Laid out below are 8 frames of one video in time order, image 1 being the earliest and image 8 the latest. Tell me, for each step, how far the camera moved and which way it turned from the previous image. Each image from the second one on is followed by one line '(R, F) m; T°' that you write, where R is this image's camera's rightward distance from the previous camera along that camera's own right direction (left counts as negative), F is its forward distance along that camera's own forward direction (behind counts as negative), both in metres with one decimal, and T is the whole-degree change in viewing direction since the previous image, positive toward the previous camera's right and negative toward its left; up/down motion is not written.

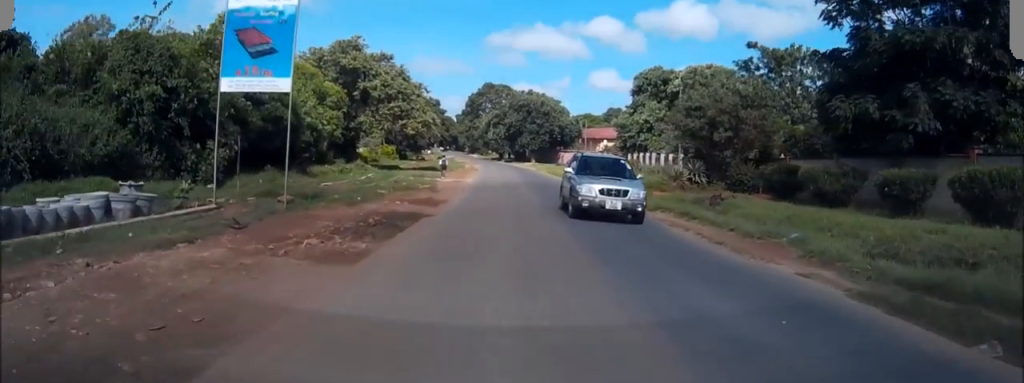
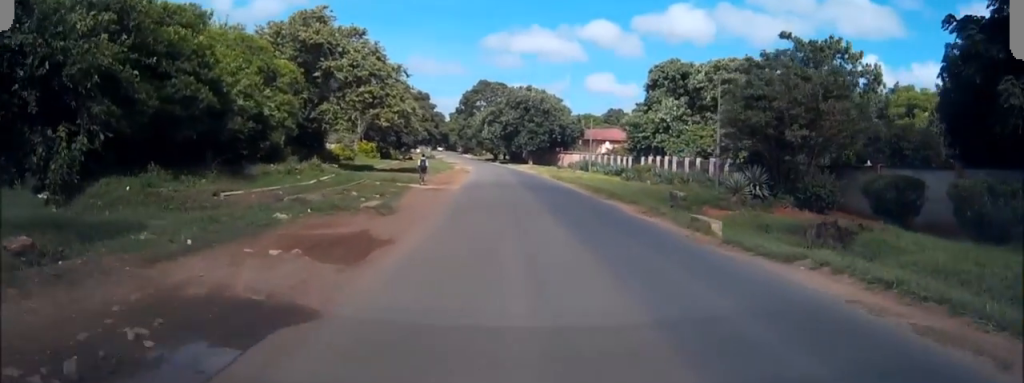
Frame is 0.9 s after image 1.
(-0.2, +11.0) m; 0°
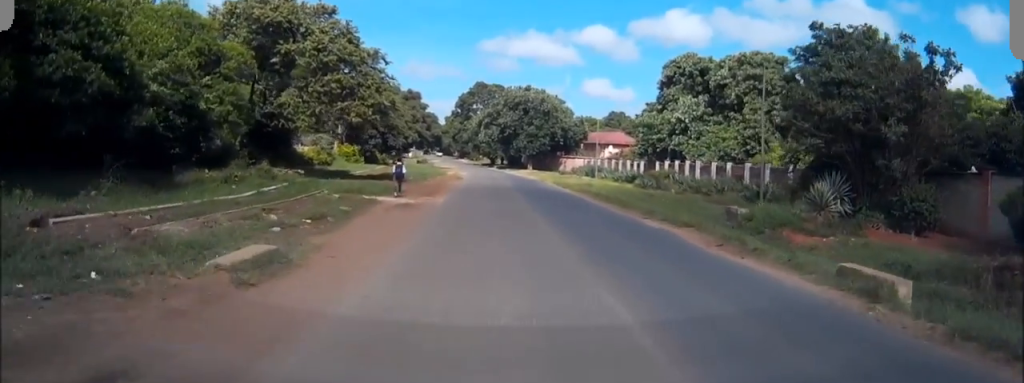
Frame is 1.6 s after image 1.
(+0.1, +8.5) m; 0°
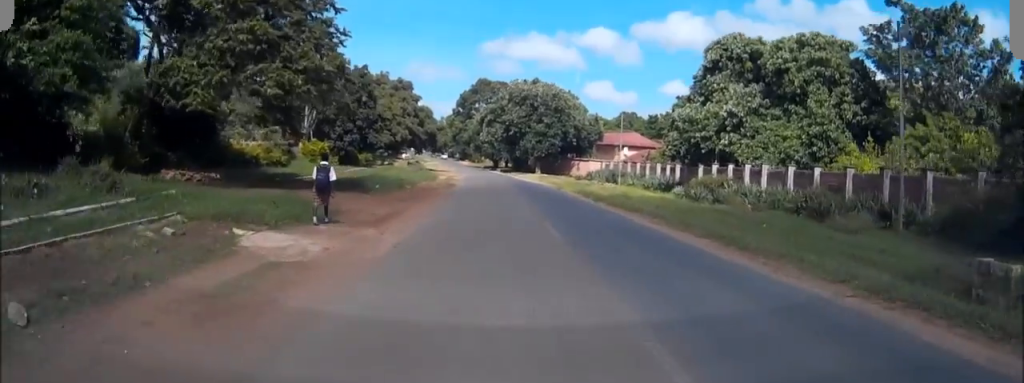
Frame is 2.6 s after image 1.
(0.0, +13.8) m; 0°
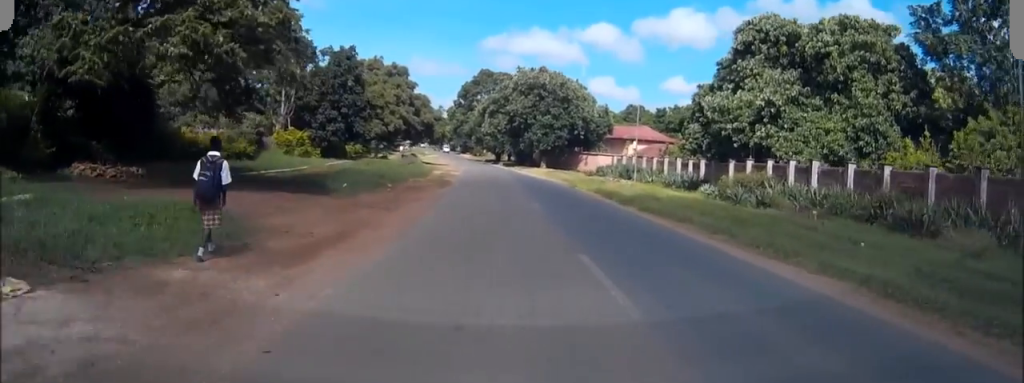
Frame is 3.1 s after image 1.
(0.0, +7.0) m; 0°
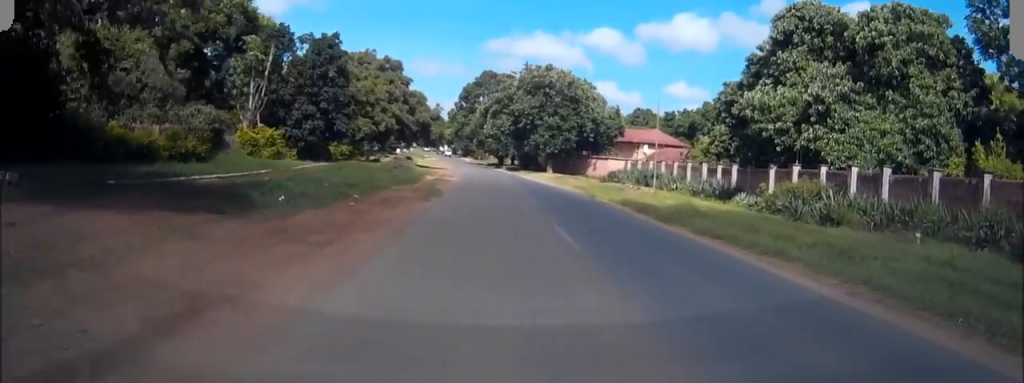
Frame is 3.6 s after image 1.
(0.0, +7.2) m; 0°
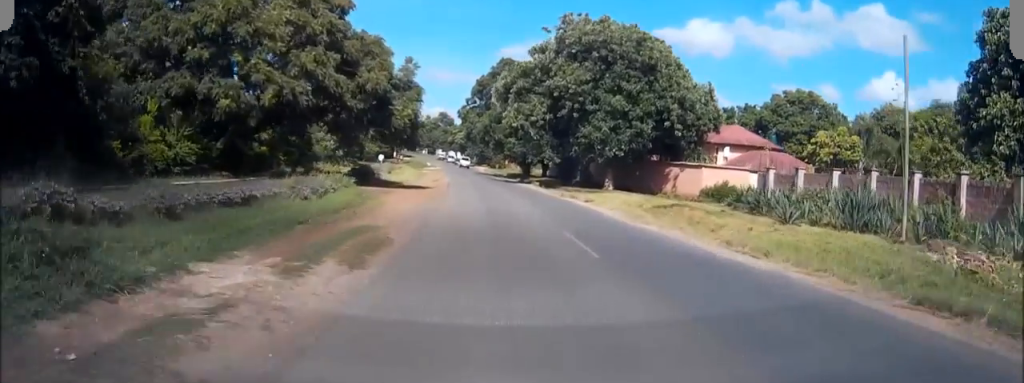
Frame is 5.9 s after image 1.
(-0.4, +35.4) m; -1°
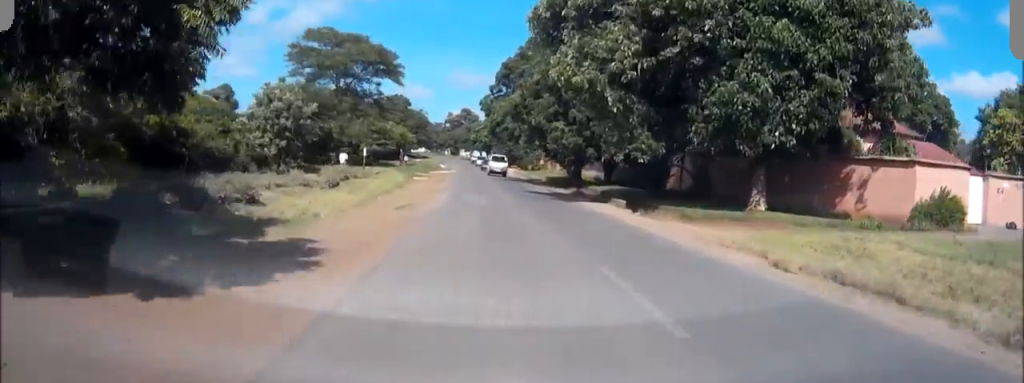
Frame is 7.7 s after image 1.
(-0.2, +29.2) m; -1°
